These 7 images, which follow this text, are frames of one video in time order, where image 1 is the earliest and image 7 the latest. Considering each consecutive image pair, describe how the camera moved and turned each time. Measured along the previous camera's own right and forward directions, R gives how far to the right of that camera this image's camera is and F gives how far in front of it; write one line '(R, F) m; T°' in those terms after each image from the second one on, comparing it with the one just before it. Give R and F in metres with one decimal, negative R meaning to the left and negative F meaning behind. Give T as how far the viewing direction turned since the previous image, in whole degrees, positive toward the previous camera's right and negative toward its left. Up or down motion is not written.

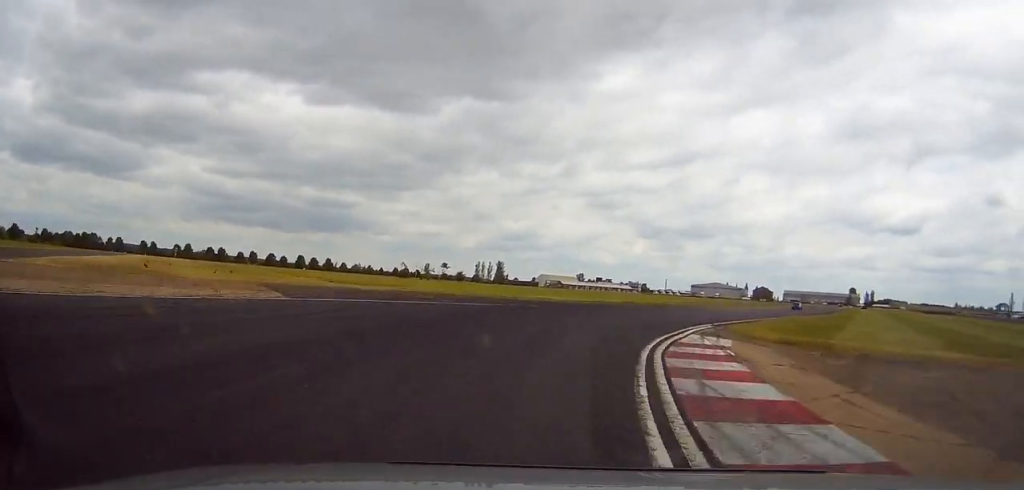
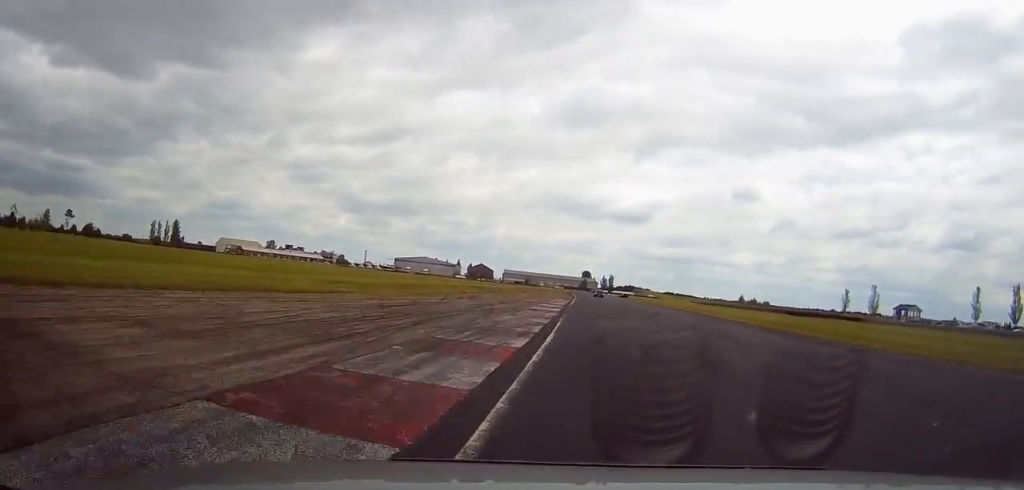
(+15.2, +62.4) m; +23°
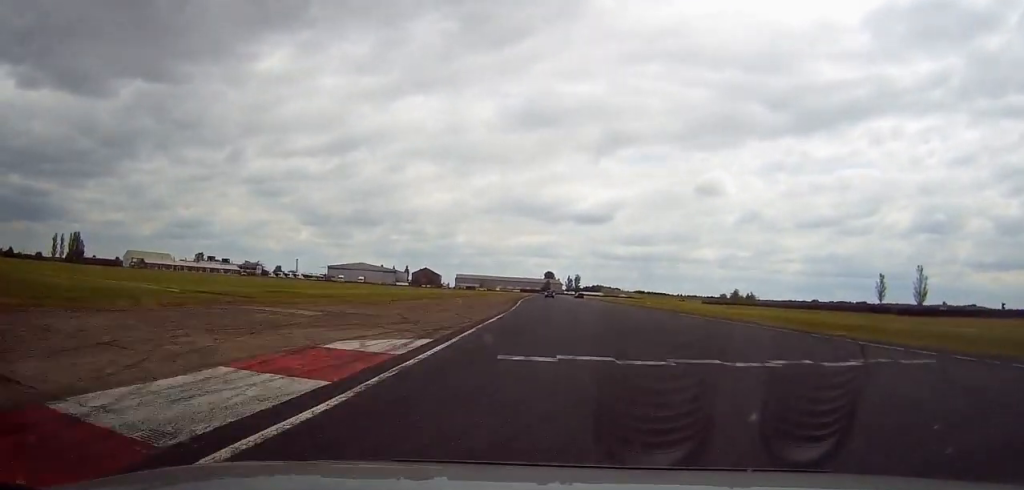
(+5.0, +55.5) m; +5°
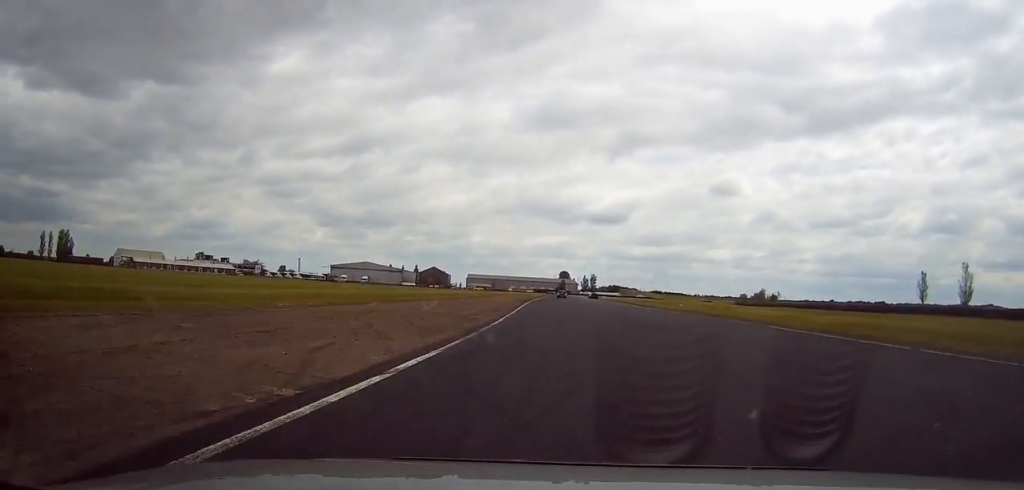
(+0.1, +18.0) m; 0°
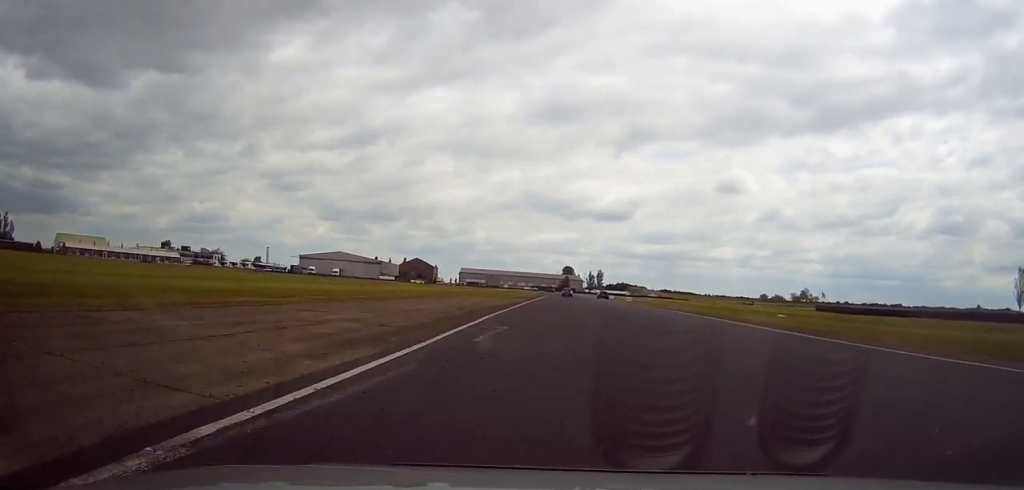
(-0.7, +46.0) m; 0°
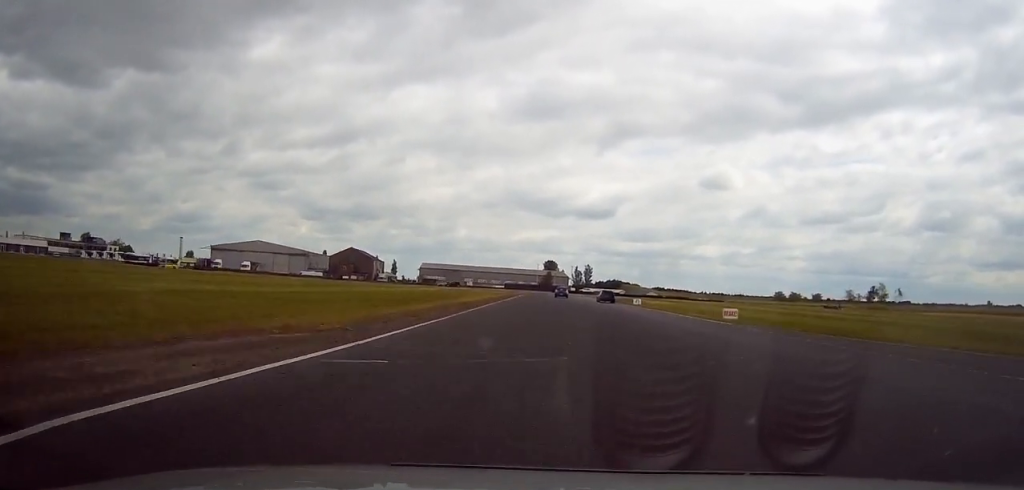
(+0.8, +66.9) m; 0°
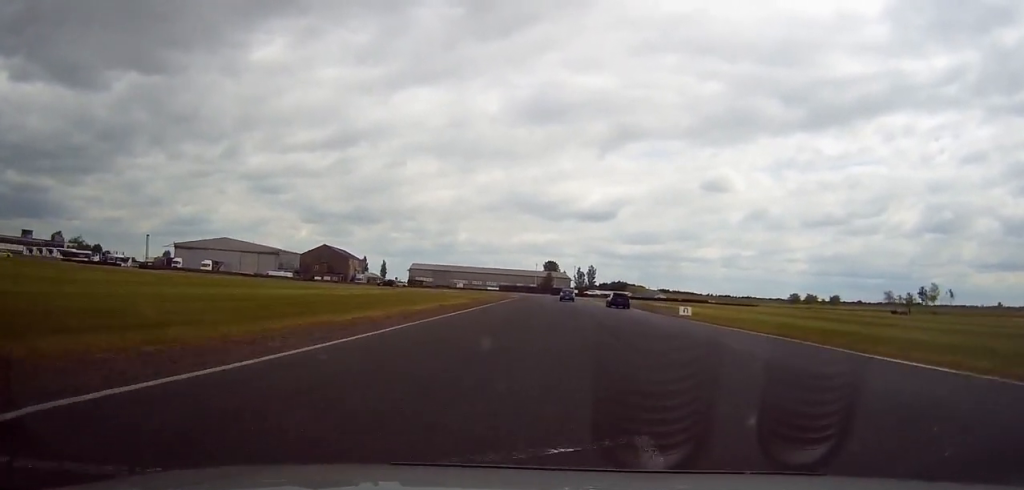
(-0.1, +25.5) m; 0°
